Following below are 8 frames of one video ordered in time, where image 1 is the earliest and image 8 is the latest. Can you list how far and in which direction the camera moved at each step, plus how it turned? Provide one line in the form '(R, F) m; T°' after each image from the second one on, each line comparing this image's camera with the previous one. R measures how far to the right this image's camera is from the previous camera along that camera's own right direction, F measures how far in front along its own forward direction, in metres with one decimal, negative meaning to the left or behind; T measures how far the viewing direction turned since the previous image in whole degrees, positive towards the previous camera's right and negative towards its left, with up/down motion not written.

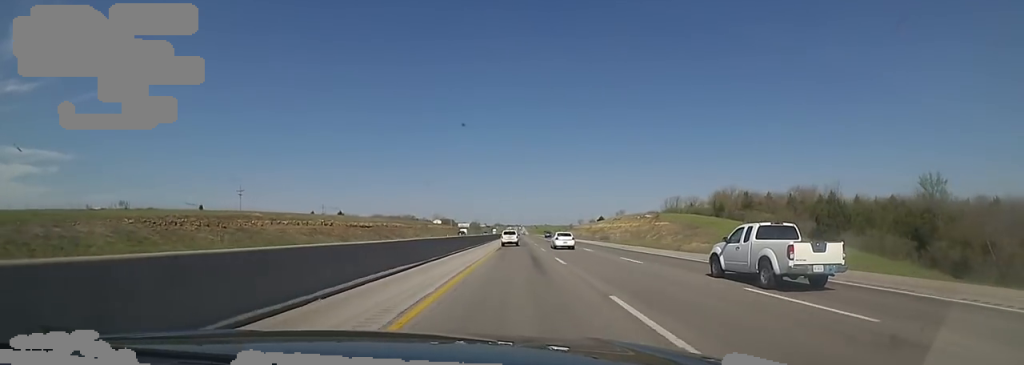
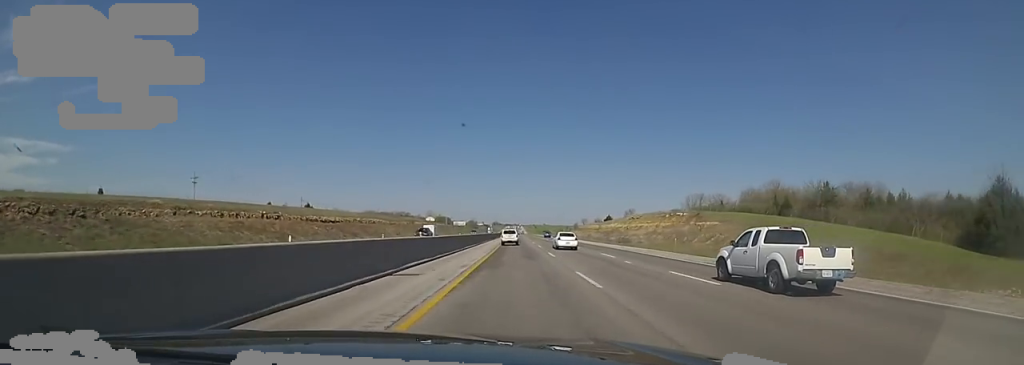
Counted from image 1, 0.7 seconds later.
(-0.1, +23.9) m; -1°
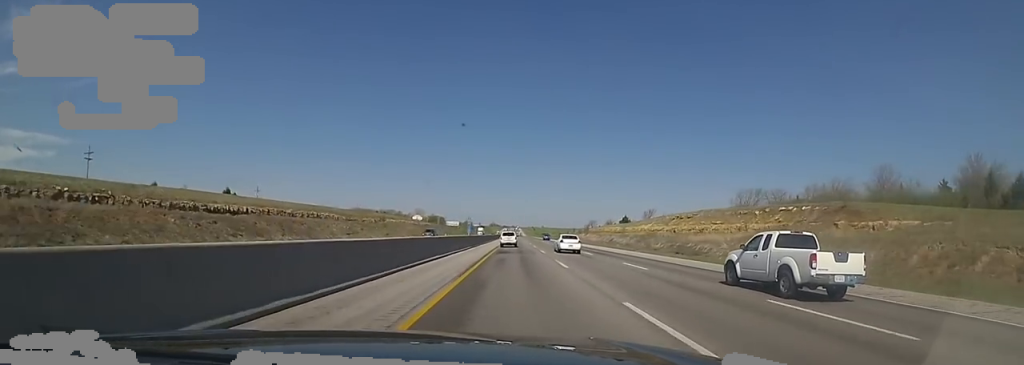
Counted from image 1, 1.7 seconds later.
(-1.0, +37.9) m; -1°
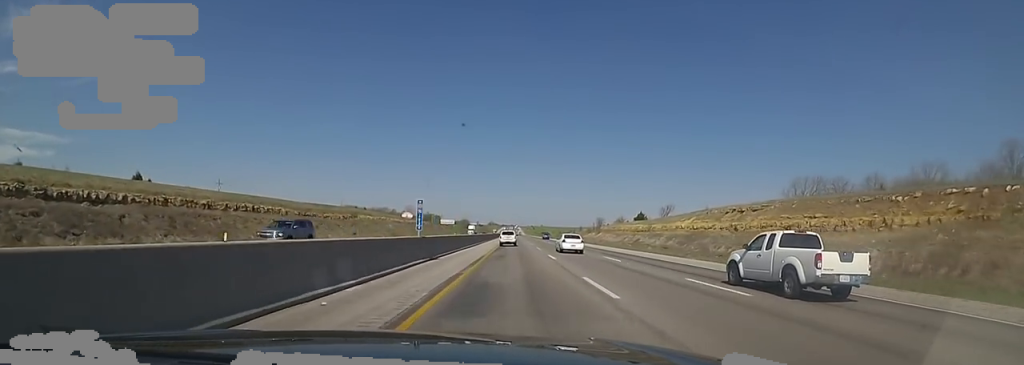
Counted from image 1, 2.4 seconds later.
(0.0, +24.8) m; 0°
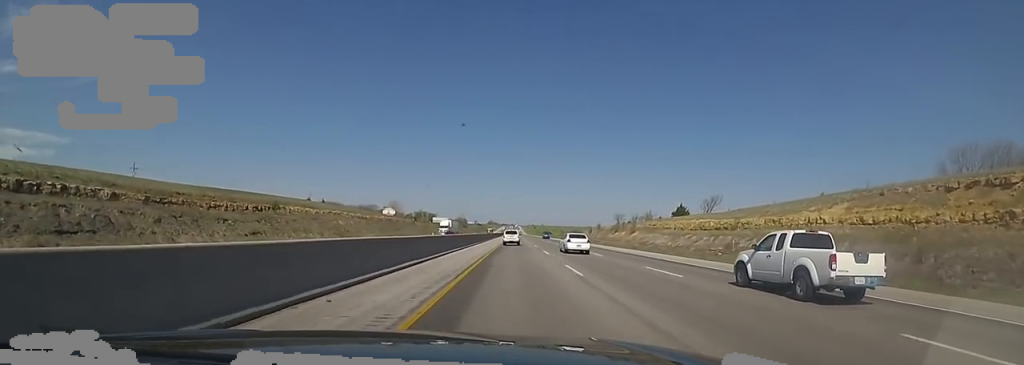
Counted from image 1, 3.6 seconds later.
(+0.5, +40.3) m; +2°
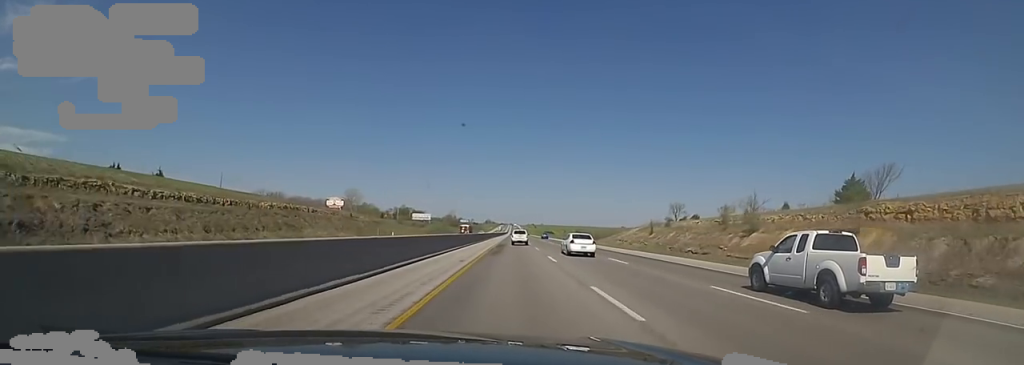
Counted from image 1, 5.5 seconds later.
(-0.7, +68.8) m; -2°
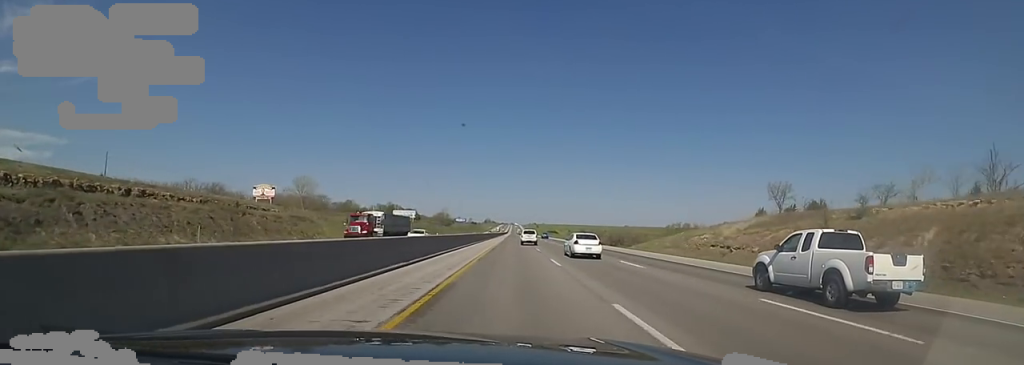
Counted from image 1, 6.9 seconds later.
(0.0, +48.6) m; +1°
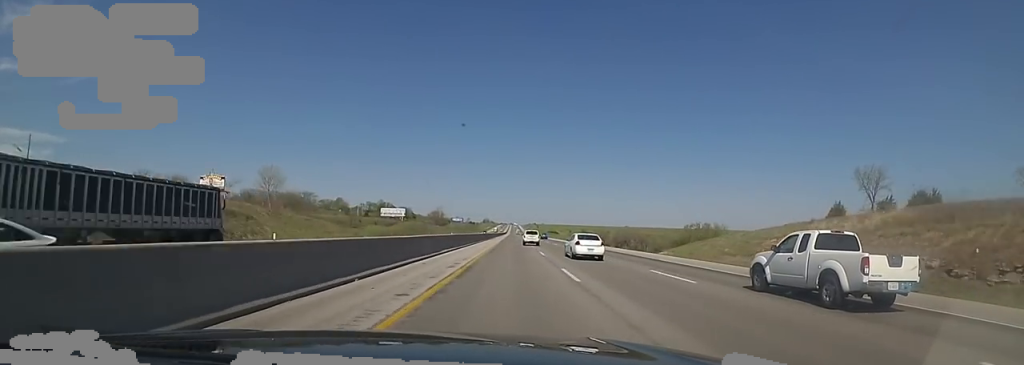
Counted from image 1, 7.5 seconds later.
(0.0, +21.5) m; +1°
